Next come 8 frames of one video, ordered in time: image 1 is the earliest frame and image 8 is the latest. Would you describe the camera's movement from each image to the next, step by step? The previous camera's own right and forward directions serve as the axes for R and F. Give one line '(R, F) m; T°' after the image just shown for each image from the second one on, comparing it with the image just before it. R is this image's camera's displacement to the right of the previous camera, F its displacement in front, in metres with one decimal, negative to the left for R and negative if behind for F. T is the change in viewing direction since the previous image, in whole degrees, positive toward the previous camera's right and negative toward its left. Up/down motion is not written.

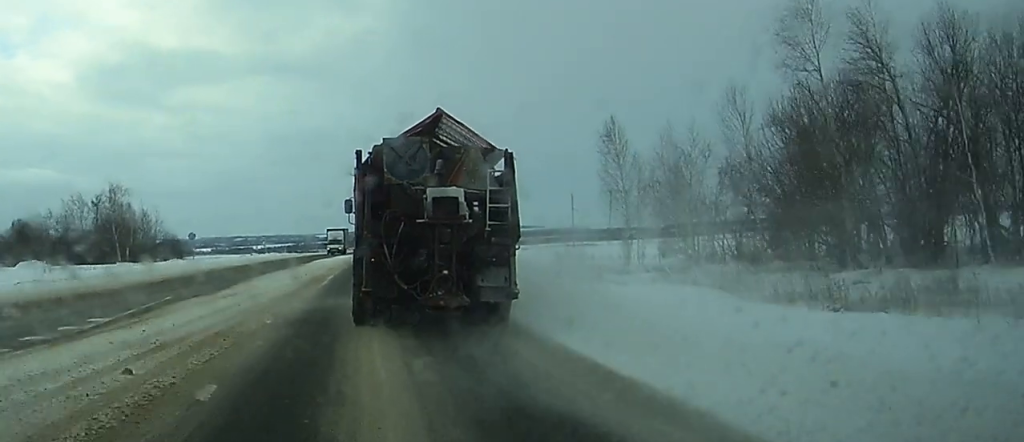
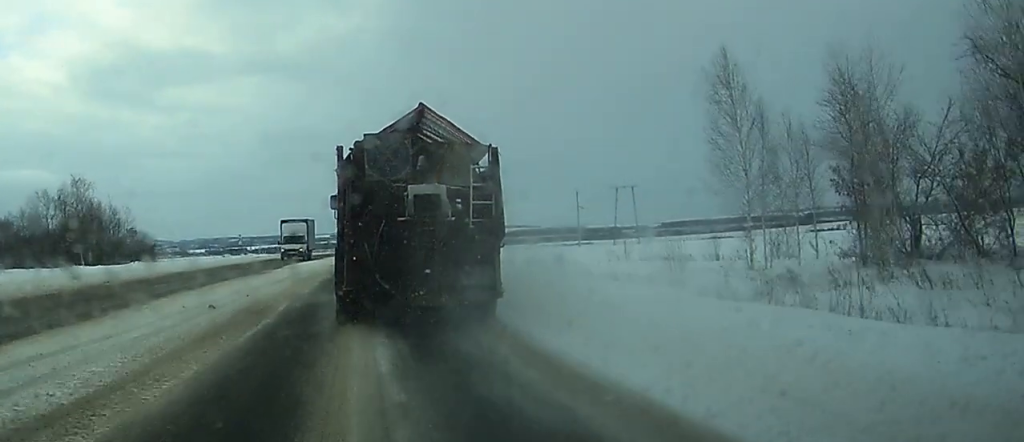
(-0.1, +18.5) m; 0°
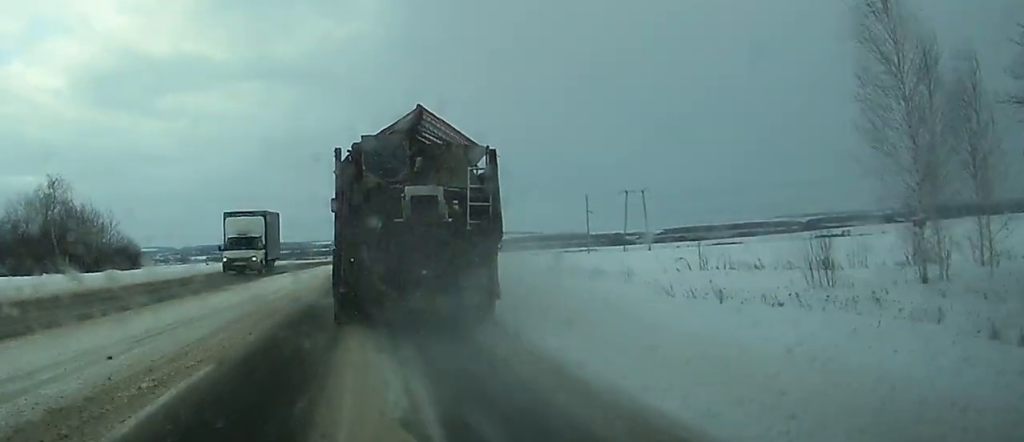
(+0.1, +12.0) m; +1°
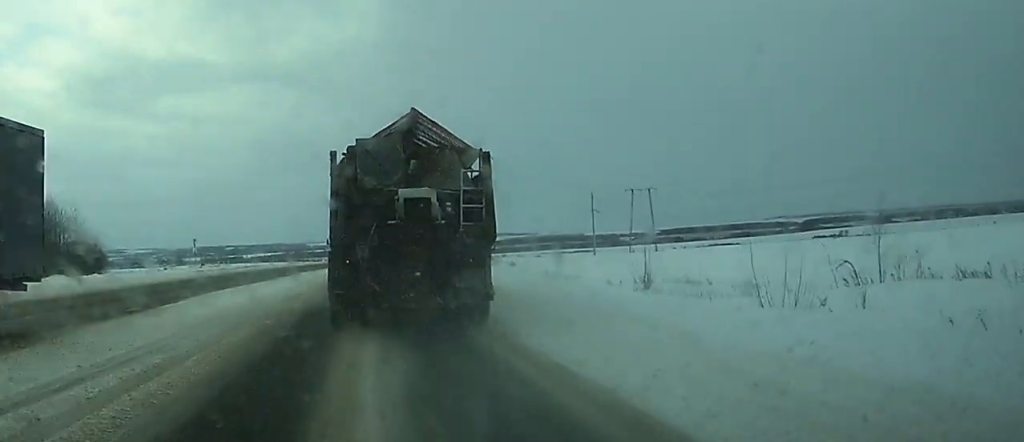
(+0.2, +16.0) m; +2°
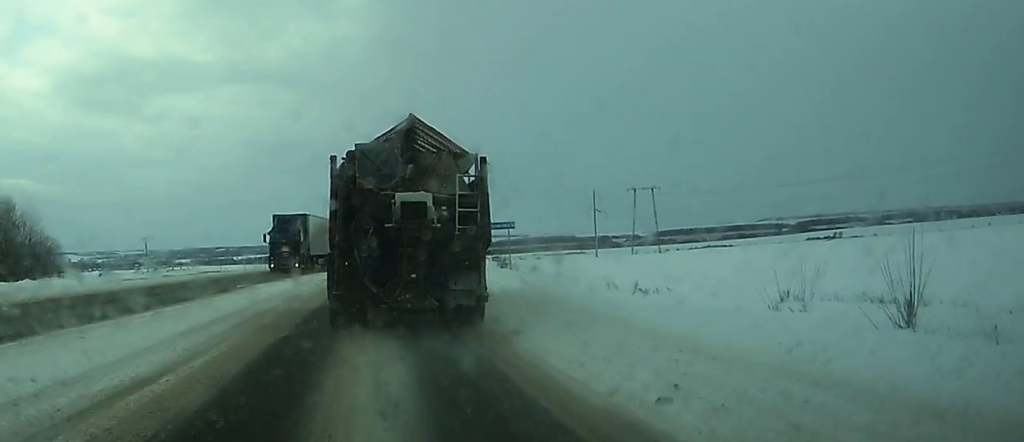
(+0.2, +15.3) m; +1°
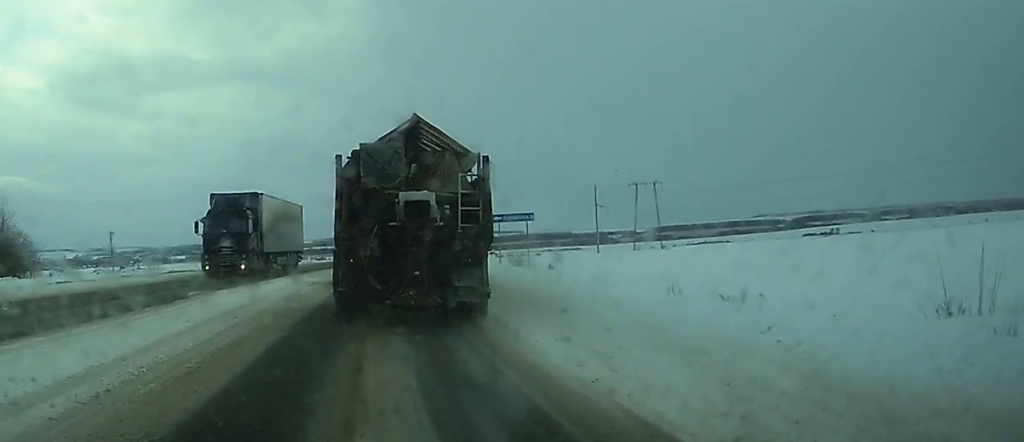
(0.0, +8.3) m; 0°
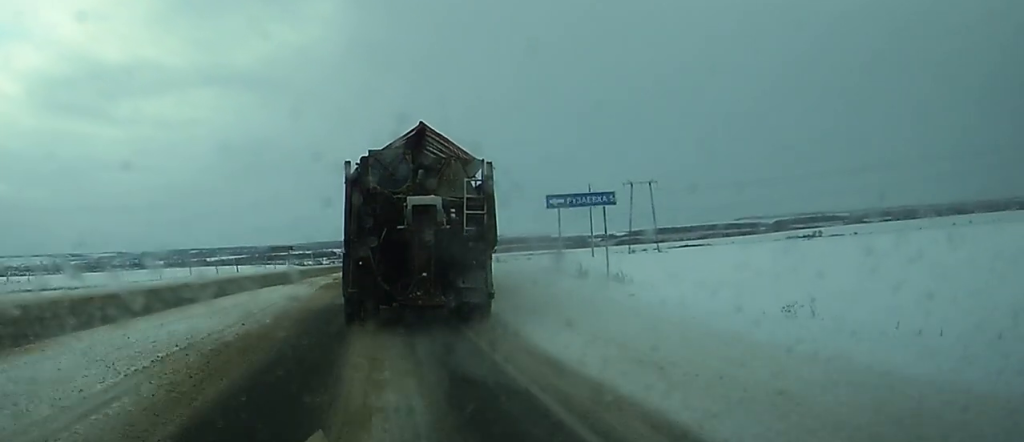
(+0.1, +20.2) m; +1°
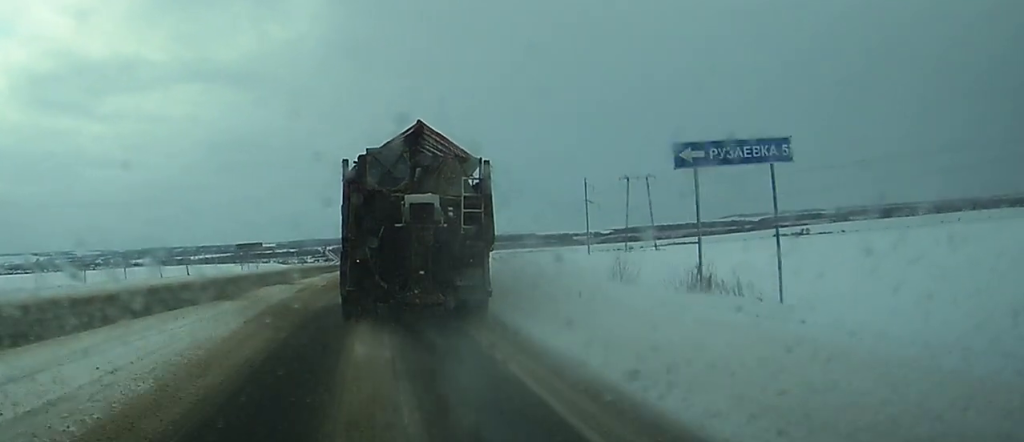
(0.0, +13.8) m; 0°
